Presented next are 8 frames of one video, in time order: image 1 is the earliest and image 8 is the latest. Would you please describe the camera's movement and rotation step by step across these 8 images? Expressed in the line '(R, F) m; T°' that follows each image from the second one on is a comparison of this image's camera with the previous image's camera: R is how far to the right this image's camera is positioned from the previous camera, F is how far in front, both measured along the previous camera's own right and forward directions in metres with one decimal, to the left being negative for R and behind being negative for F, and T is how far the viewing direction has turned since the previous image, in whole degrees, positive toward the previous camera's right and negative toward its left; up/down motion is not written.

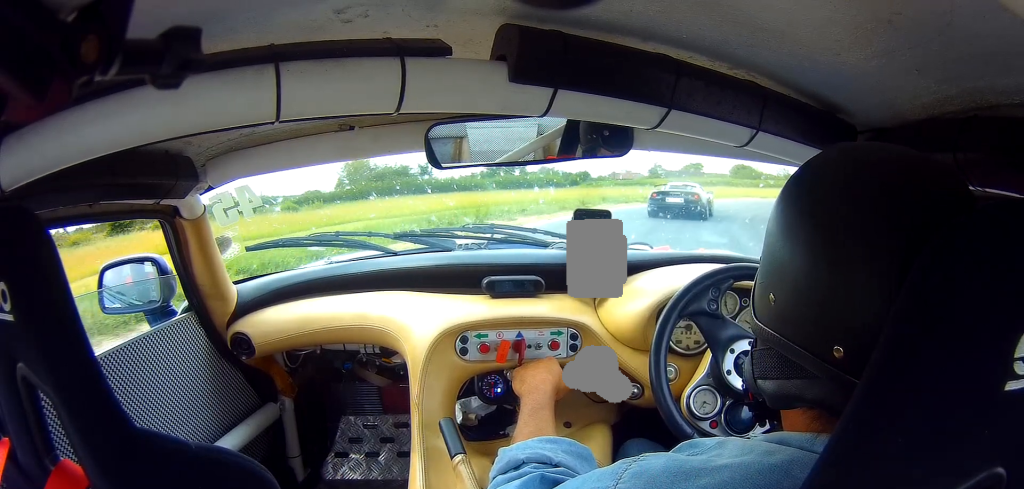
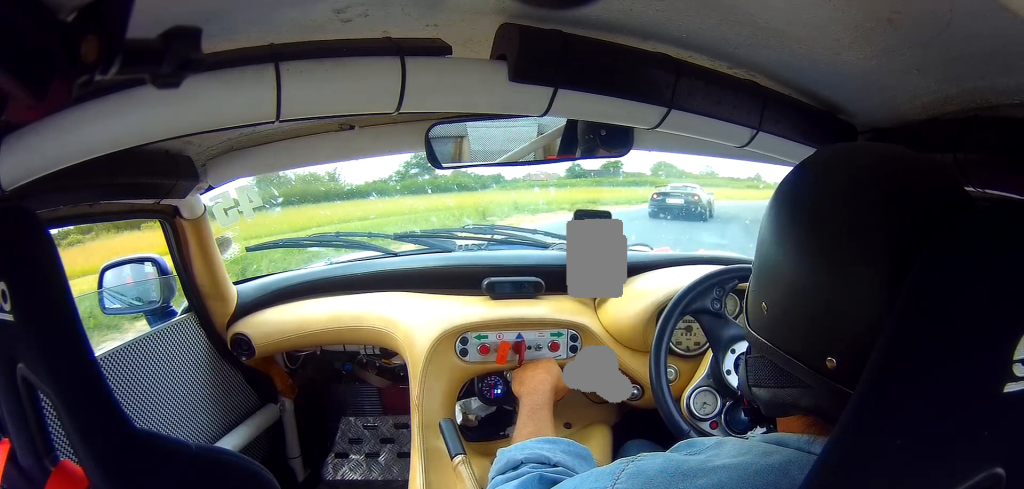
(+0.4, +8.1) m; +8°
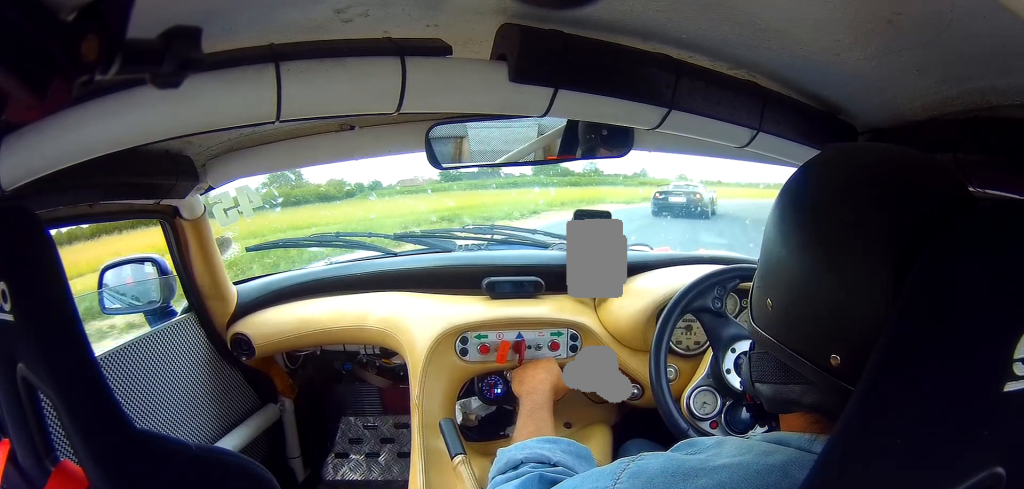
(+0.6, +11.6) m; +11°
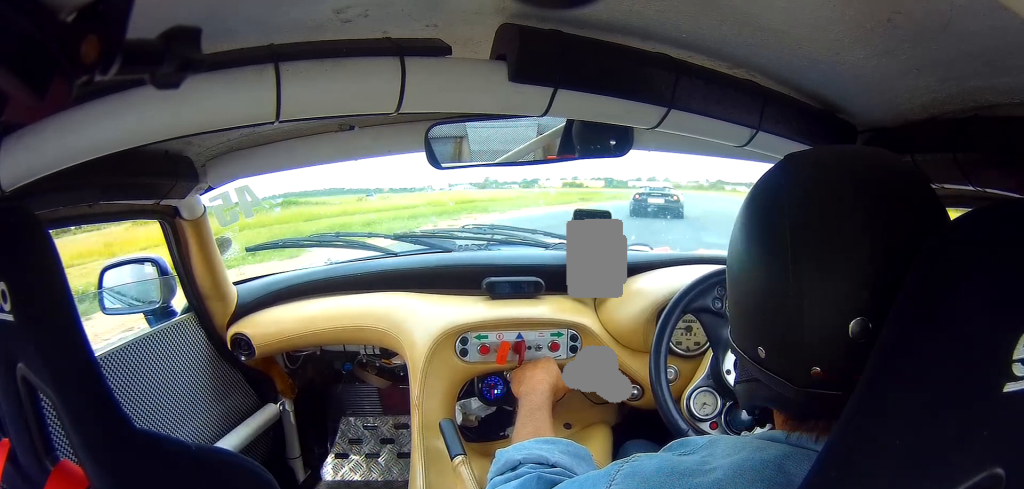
(+29.0, +45.6) m; +63°
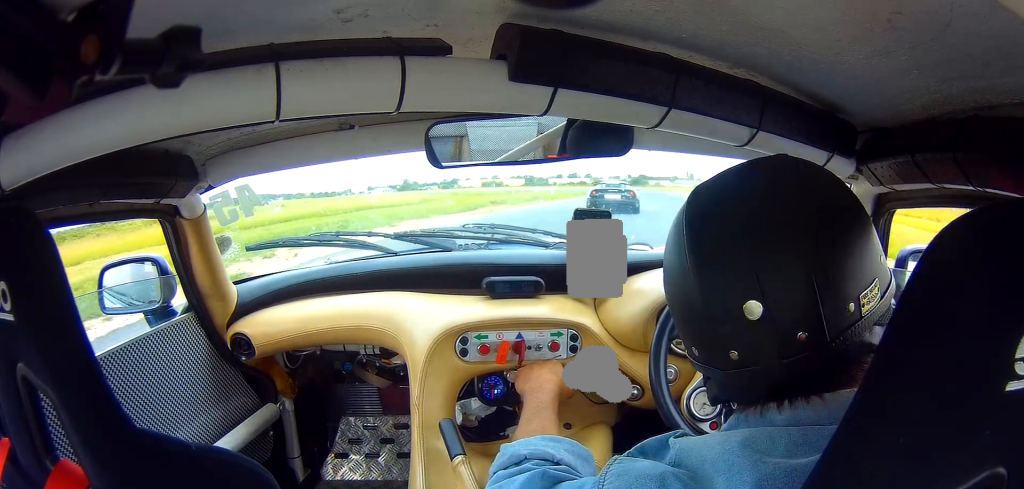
(+0.5, +7.9) m; +6°
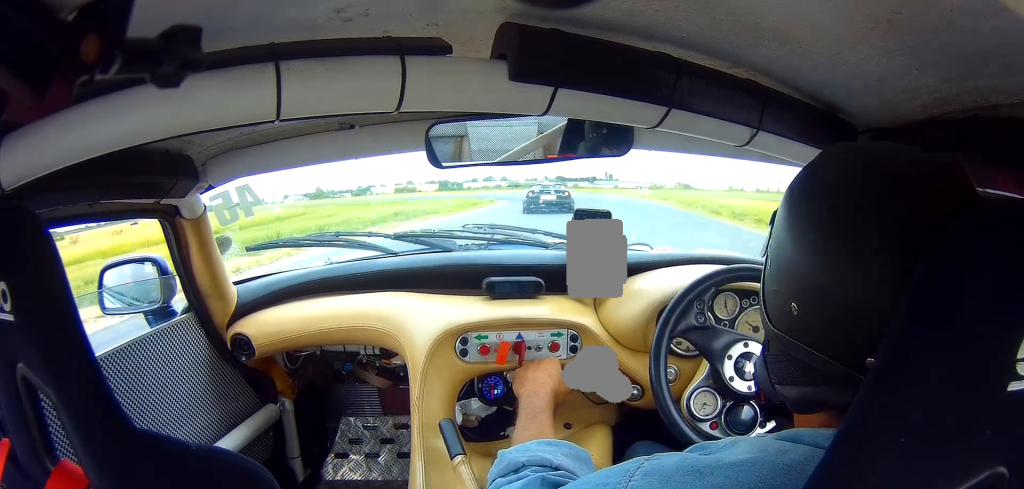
(+0.6, +15.1) m; +3°
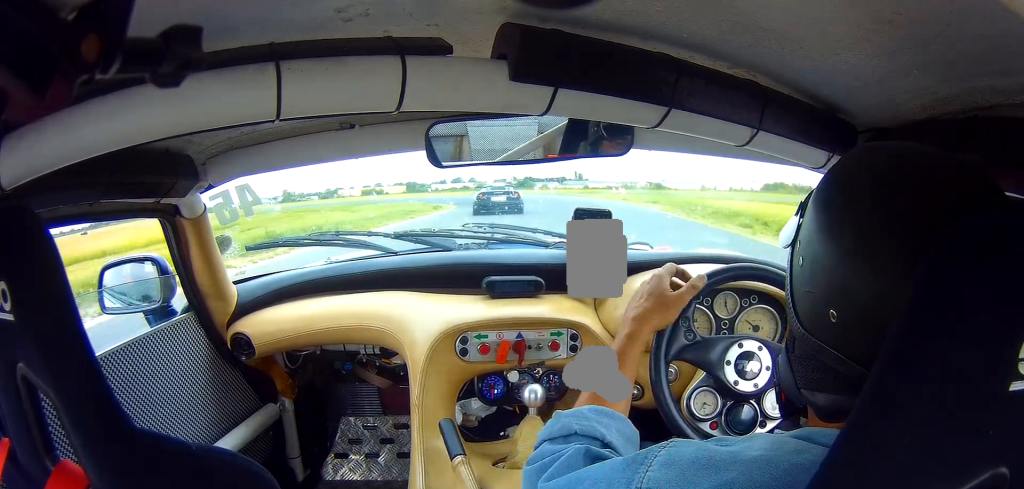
(+0.1, +7.9) m; 0°
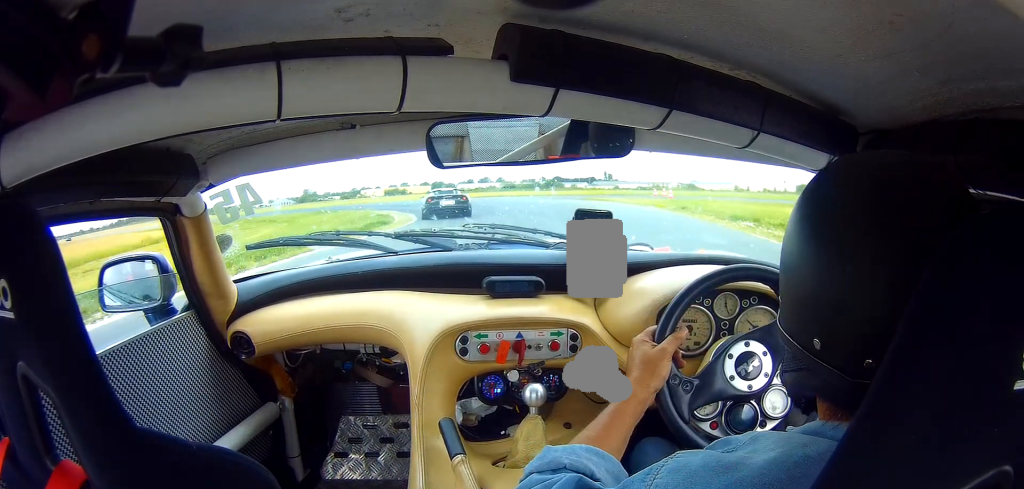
(+0.1, +13.9) m; -3°
